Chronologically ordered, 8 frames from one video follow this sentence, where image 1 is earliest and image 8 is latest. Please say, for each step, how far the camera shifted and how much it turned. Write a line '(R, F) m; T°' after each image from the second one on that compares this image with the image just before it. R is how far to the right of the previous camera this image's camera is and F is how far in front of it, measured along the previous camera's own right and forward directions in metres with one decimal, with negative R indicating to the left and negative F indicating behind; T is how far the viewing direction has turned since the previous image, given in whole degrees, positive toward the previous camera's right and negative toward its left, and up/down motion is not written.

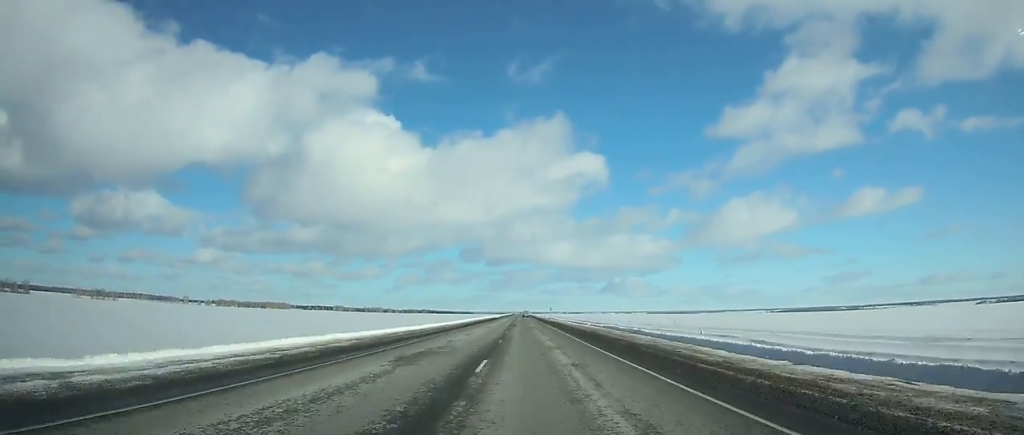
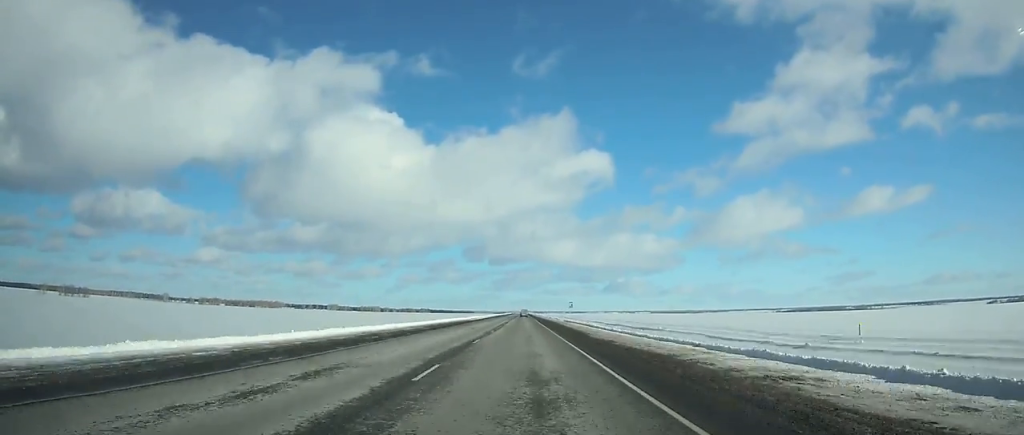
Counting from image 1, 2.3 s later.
(-0.4, +74.0) m; 0°
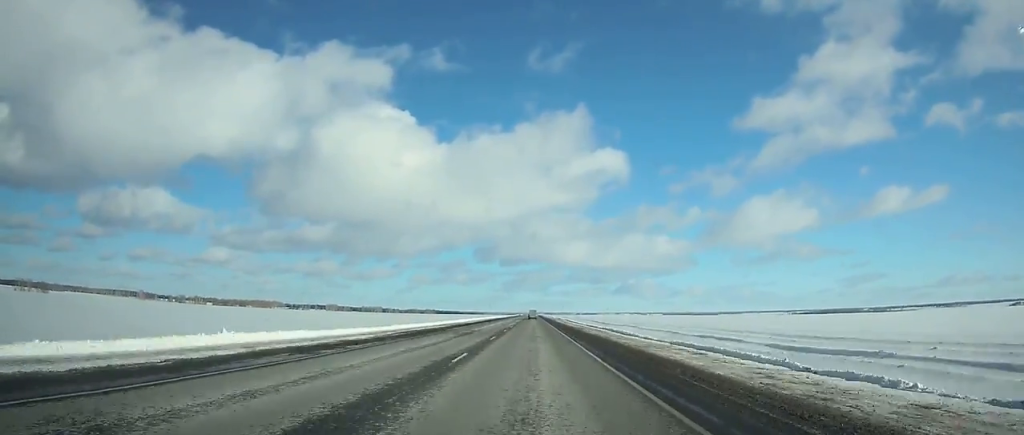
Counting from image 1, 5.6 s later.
(-0.7, +105.9) m; 0°
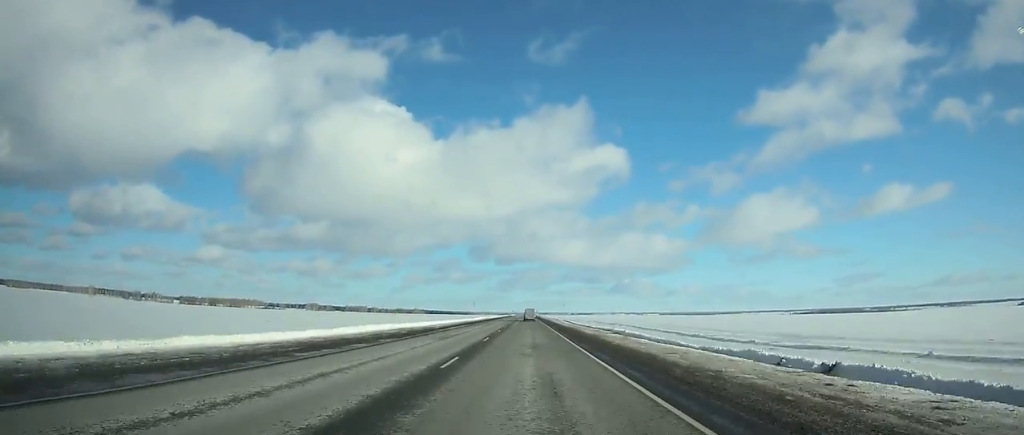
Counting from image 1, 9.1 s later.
(+0.3, +110.7) m; 0°
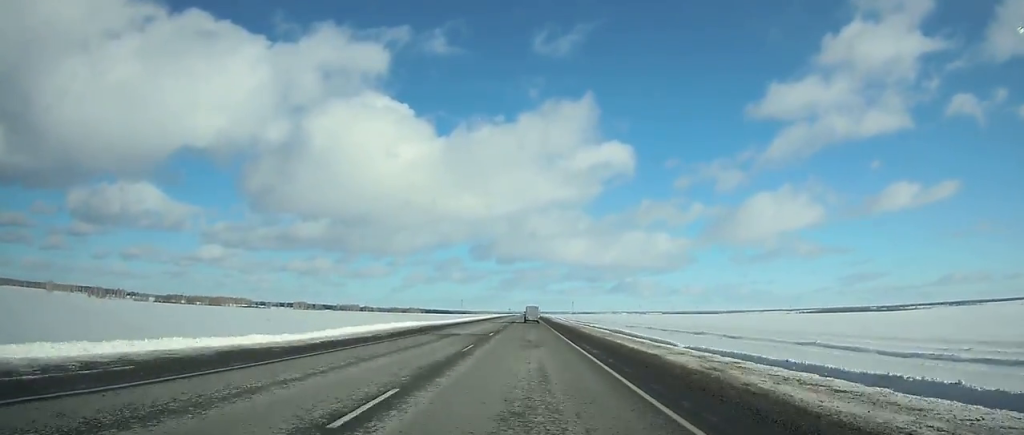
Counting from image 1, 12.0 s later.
(0.0, +88.3) m; 0°
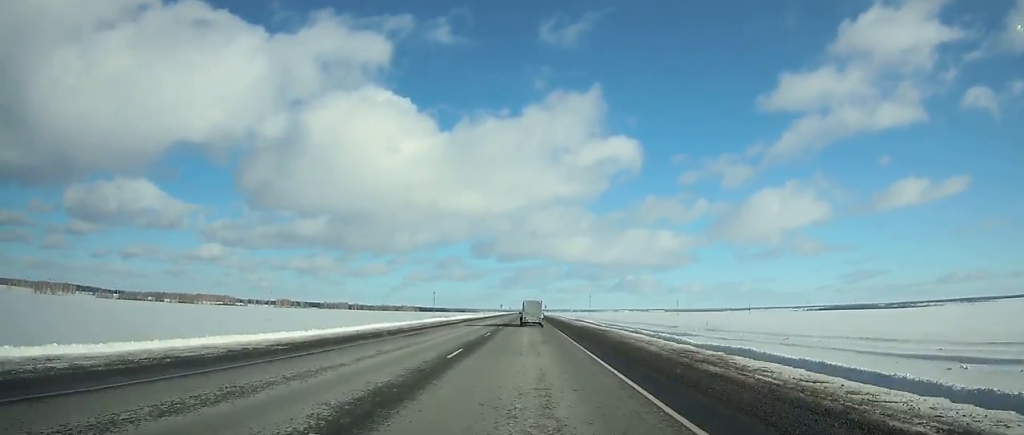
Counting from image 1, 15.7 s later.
(-0.2, +106.4) m; 0°
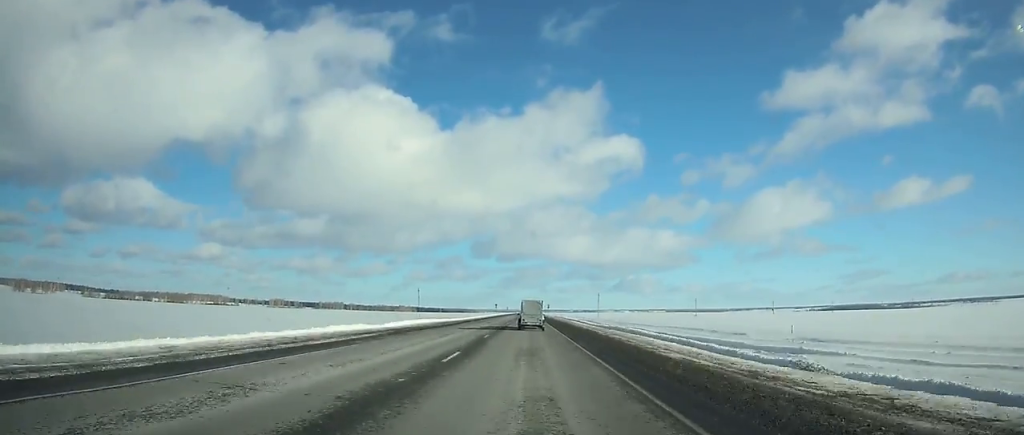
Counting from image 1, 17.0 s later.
(+0.1, +34.6) m; 0°
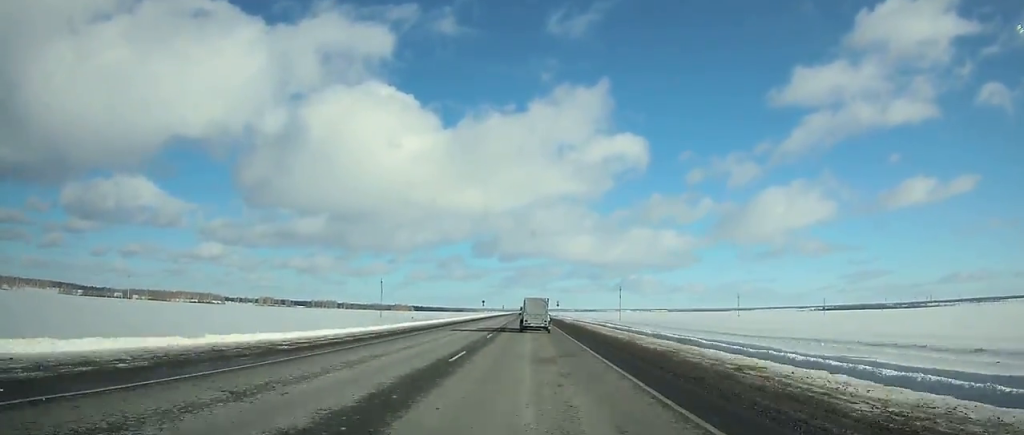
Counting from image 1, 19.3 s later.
(+0.1, +60.7) m; 0°
